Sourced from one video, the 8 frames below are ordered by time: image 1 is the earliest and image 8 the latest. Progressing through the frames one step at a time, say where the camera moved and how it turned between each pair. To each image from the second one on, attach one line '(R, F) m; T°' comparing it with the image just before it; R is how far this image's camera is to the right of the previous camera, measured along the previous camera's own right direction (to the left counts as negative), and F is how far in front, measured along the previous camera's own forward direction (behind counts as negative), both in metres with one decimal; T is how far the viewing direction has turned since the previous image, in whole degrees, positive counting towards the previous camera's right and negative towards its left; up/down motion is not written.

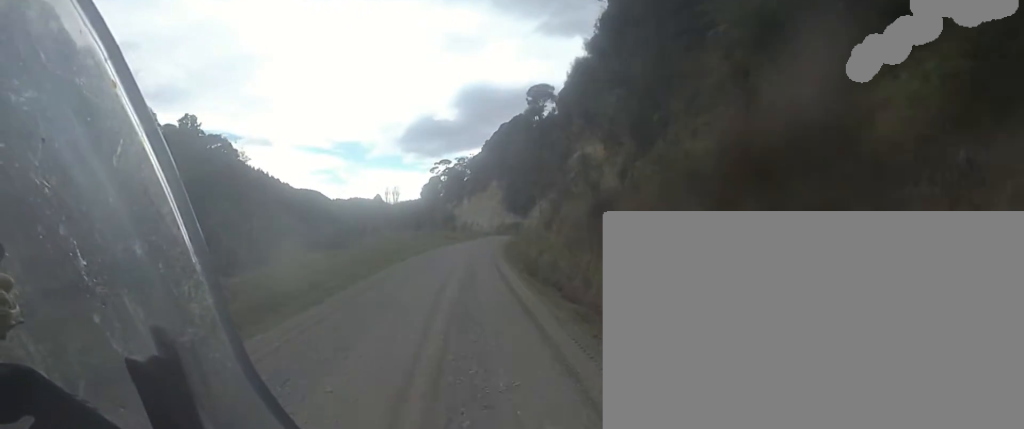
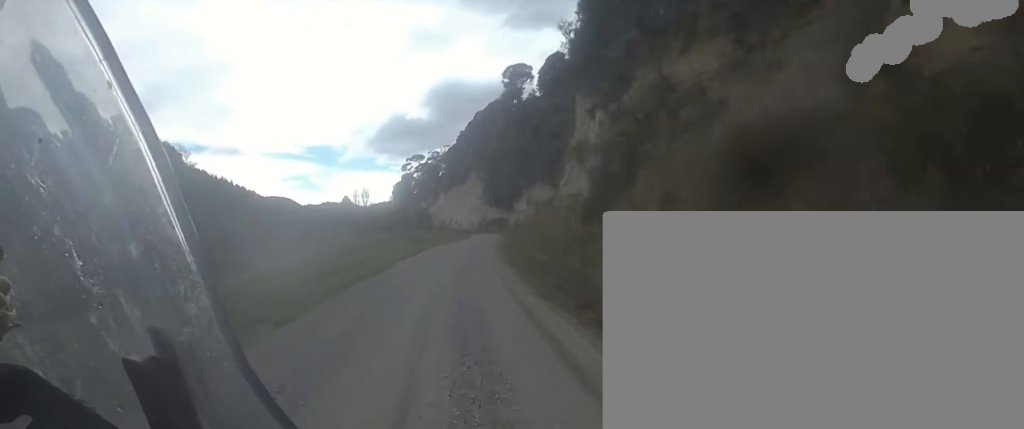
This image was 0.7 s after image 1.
(+1.2, +11.0) m; +4°
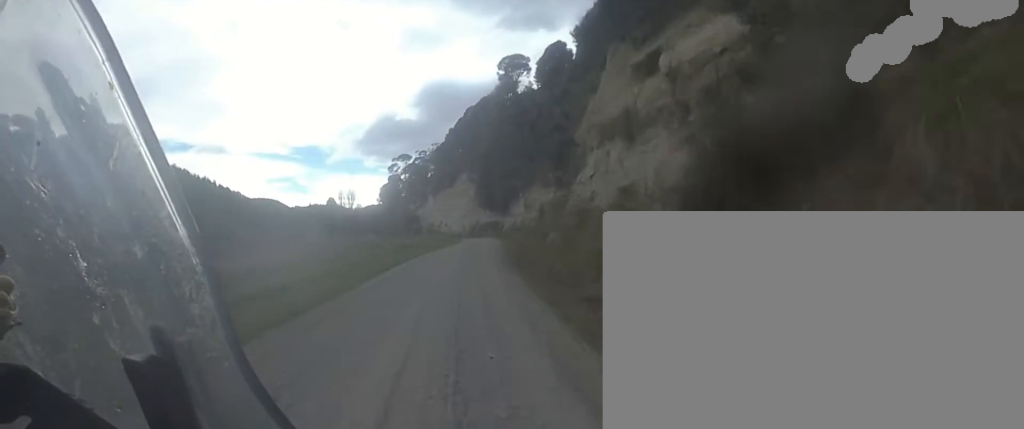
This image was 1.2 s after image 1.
(+0.6, +6.8) m; +2°
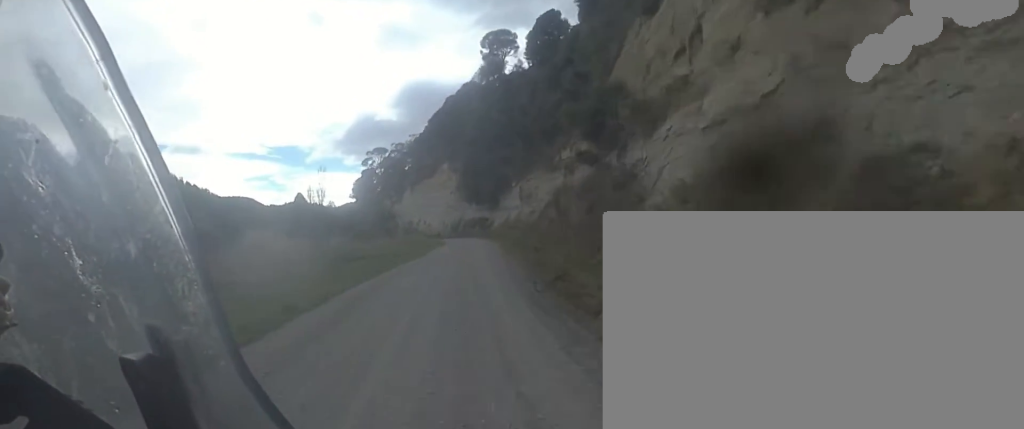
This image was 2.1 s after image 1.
(-0.7, +12.8) m; -3°
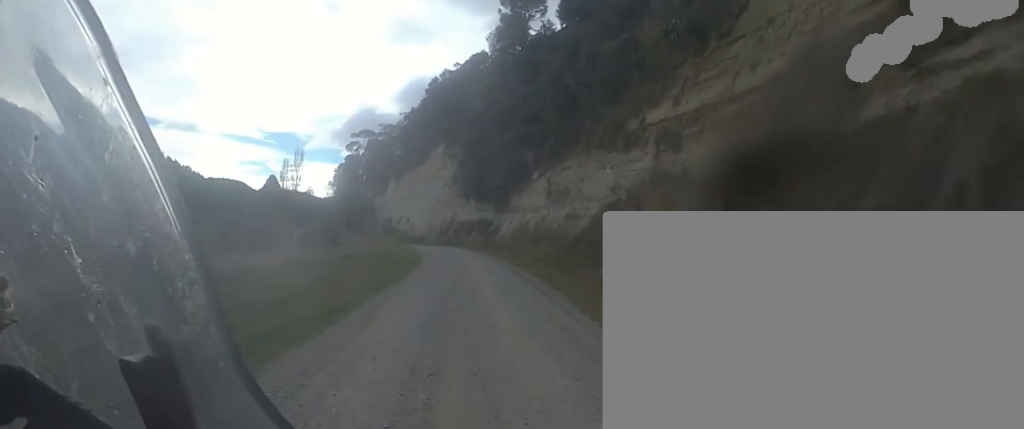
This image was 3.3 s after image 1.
(-0.3, +18.2) m; -5°
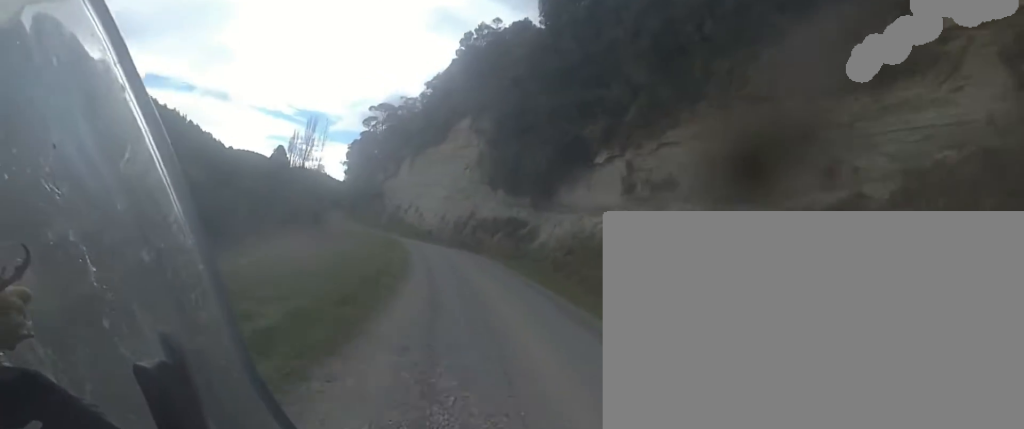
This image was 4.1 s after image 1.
(-0.6, +12.7) m; -7°
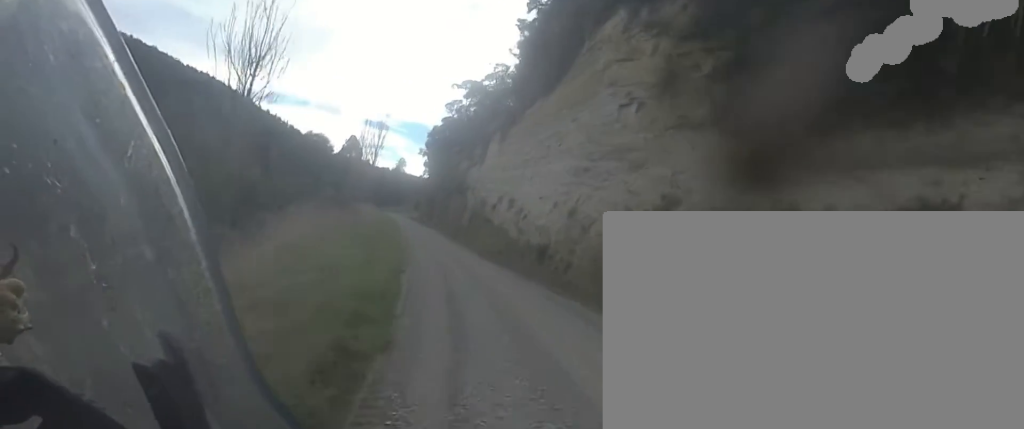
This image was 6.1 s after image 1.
(-1.4, +28.5) m; -5°
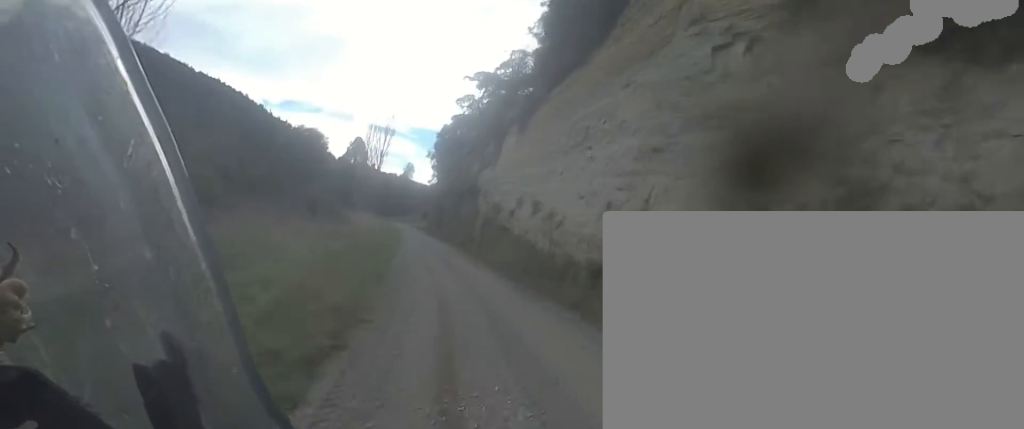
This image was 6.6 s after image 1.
(-0.3, +7.8) m; 0°
